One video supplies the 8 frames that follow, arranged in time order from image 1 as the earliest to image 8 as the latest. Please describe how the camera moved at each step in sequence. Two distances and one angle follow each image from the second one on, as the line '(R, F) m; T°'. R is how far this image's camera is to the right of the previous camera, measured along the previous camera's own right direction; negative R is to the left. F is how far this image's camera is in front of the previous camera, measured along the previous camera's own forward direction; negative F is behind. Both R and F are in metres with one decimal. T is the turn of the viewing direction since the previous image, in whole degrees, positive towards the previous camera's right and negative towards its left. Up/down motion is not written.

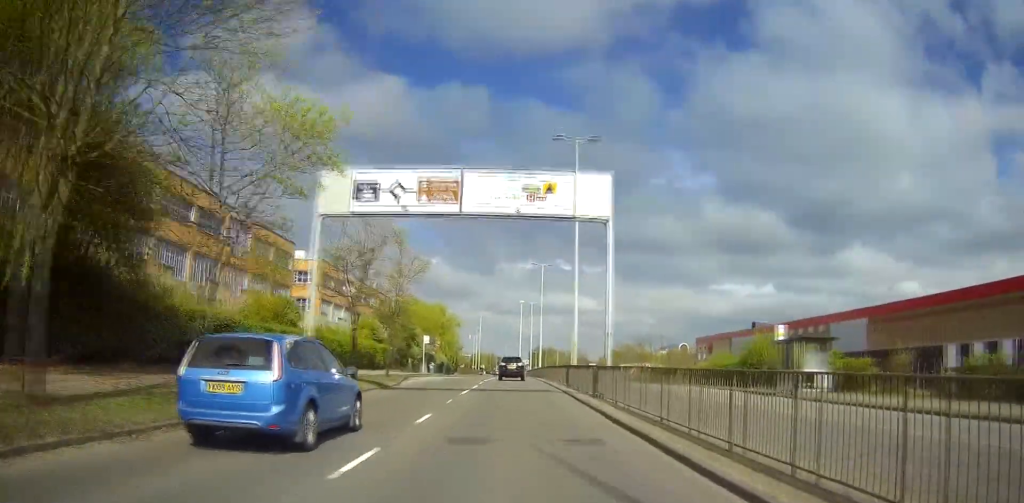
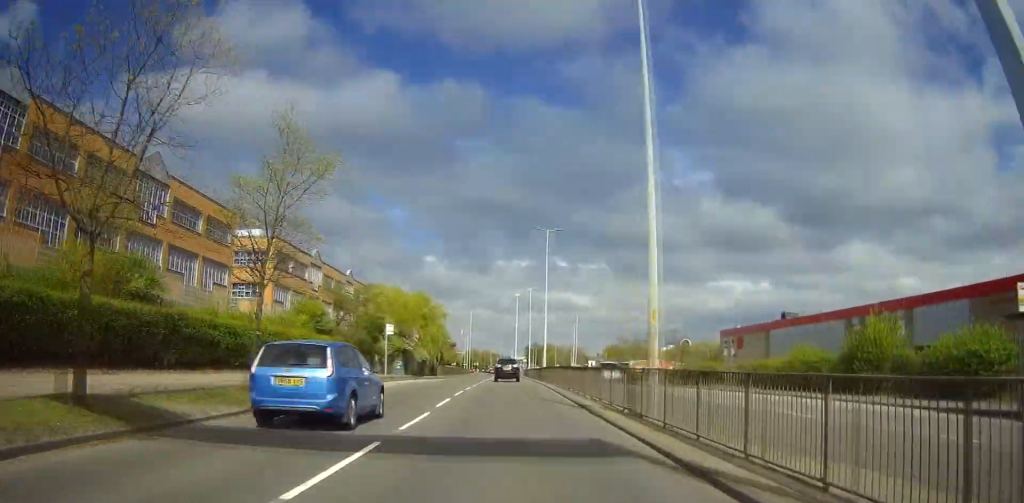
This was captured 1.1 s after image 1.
(0.0, +18.9) m; 0°
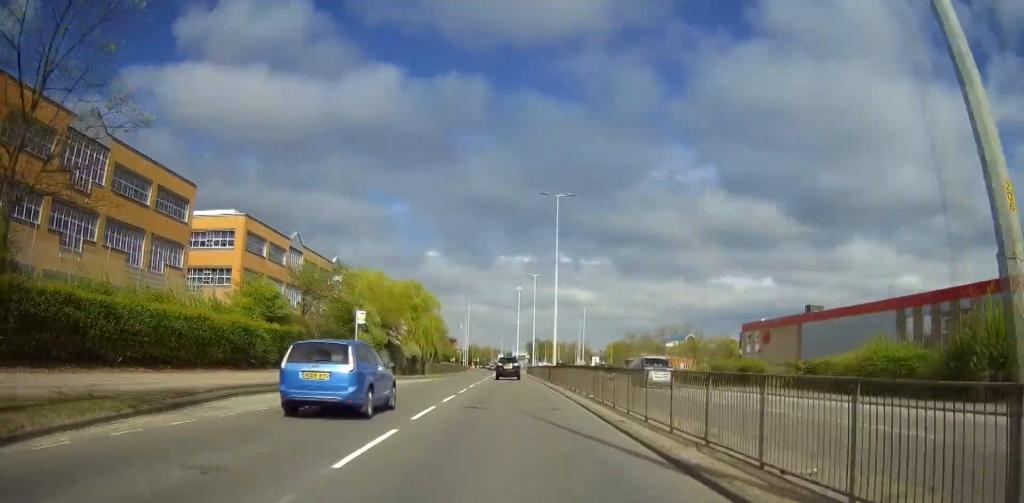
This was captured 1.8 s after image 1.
(0.0, +10.5) m; 0°
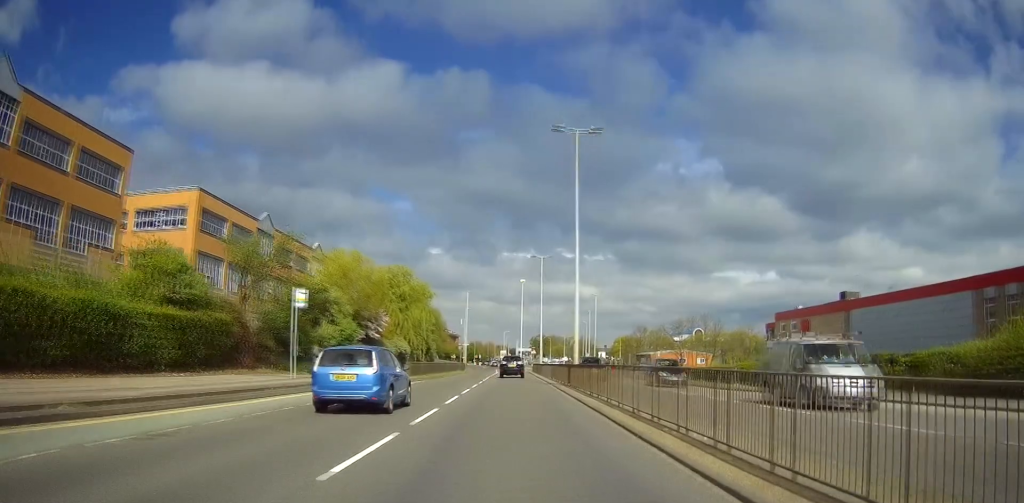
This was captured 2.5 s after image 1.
(0.0, +12.6) m; 0°
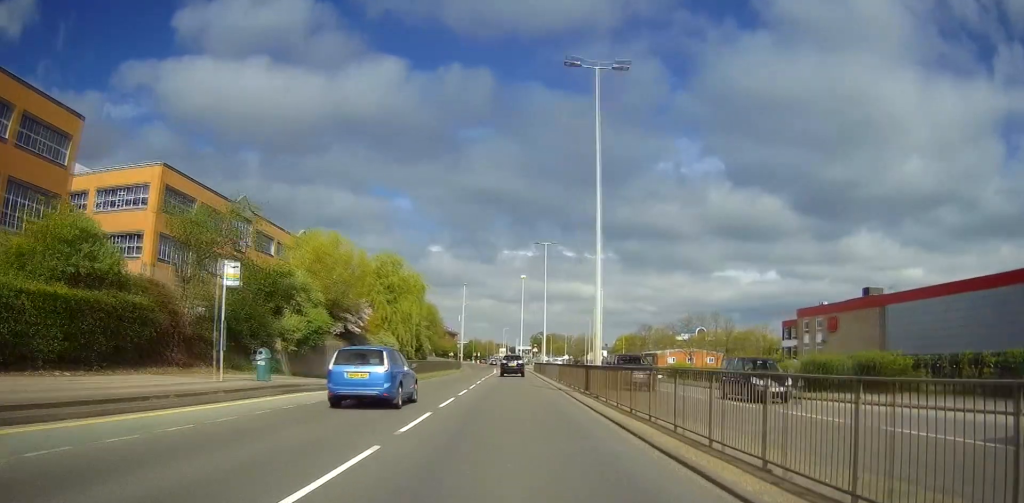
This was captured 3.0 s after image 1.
(0.0, +7.7) m; 0°
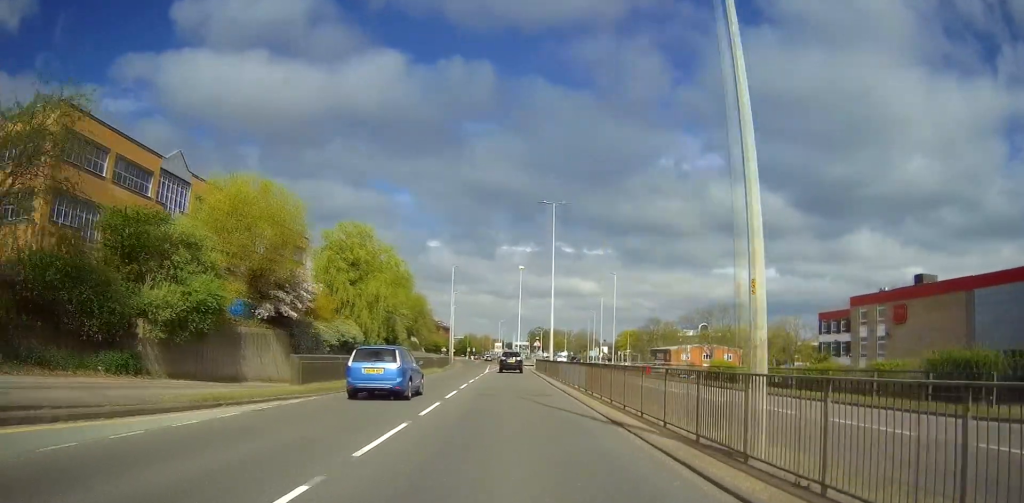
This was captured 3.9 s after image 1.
(+0.1, +15.3) m; 0°
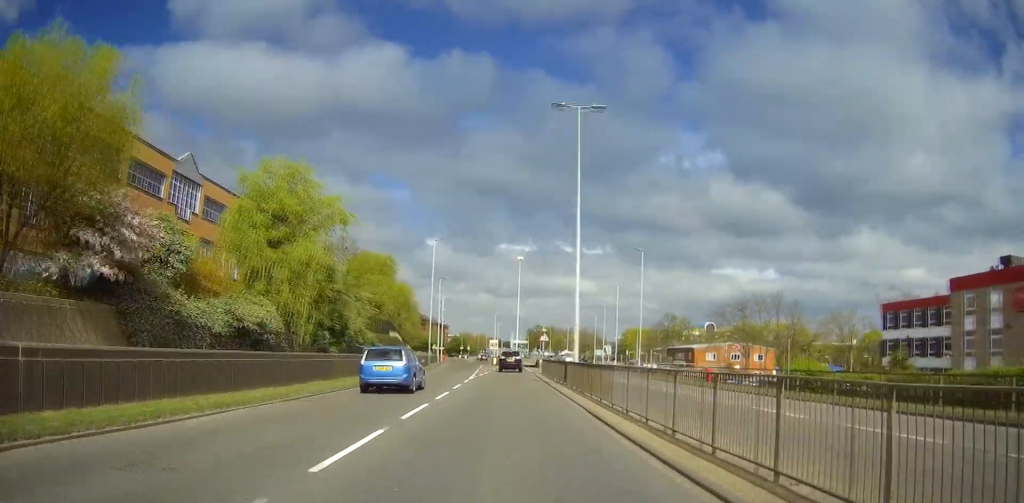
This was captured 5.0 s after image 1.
(0.0, +19.4) m; 0°
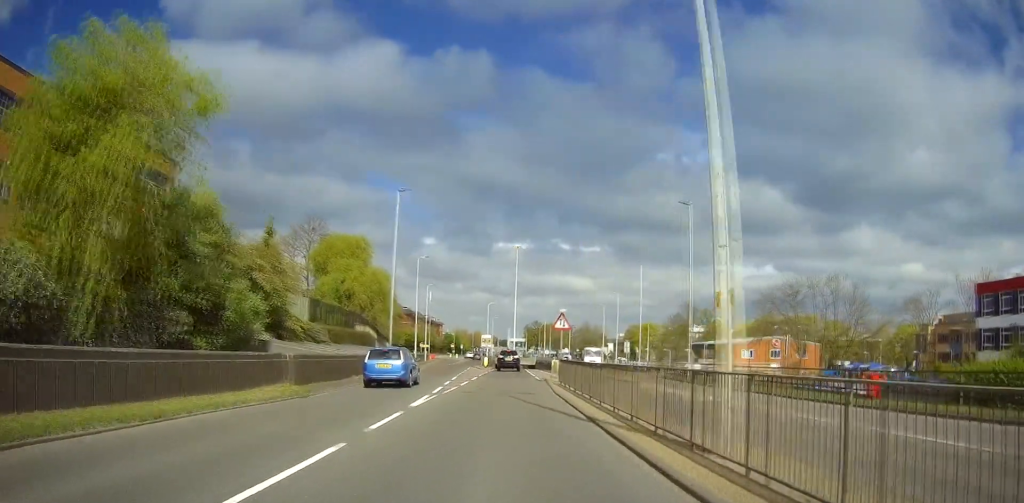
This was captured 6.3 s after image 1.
(0.0, +20.3) m; 0°
